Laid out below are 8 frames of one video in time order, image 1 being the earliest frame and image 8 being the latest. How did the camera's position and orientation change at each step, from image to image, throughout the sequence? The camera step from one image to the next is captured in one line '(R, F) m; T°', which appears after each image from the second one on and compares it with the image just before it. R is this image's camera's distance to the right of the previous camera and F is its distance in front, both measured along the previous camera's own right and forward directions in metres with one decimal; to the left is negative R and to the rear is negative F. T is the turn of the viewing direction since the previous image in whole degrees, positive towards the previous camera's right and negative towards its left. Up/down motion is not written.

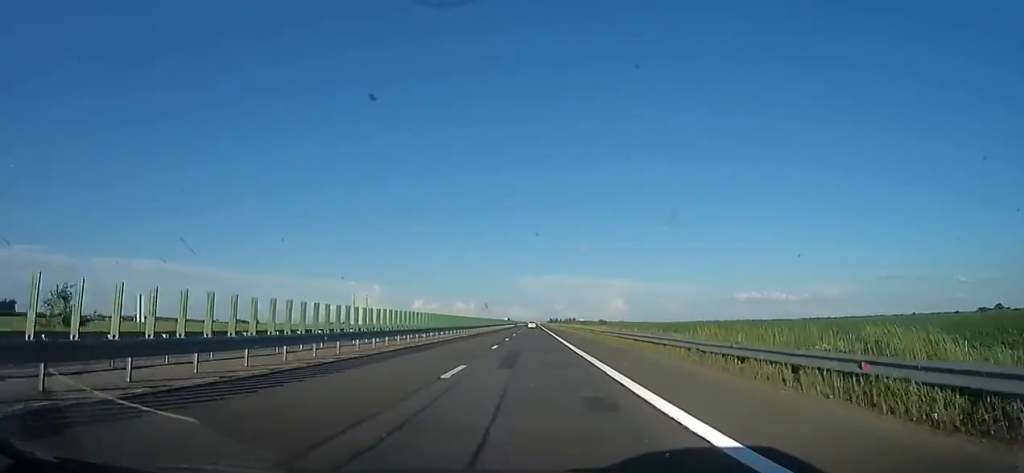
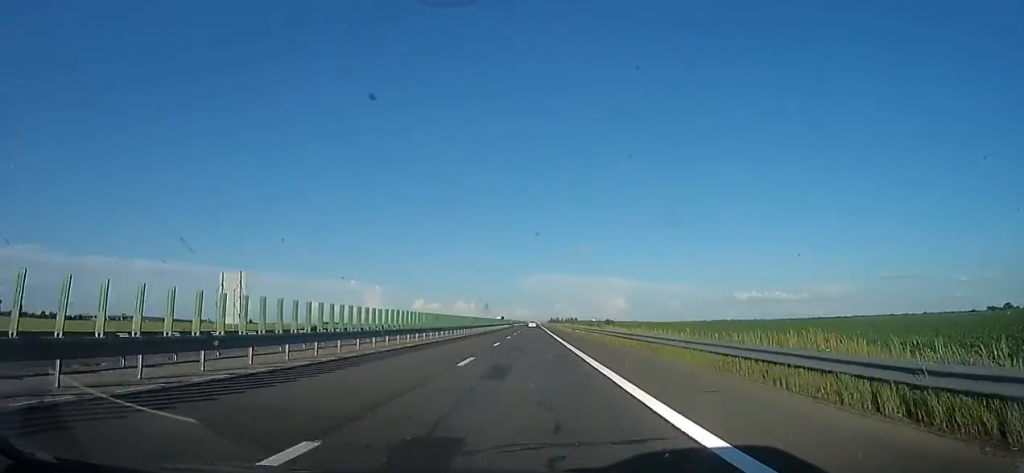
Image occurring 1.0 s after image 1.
(+0.9, +33.5) m; +1°
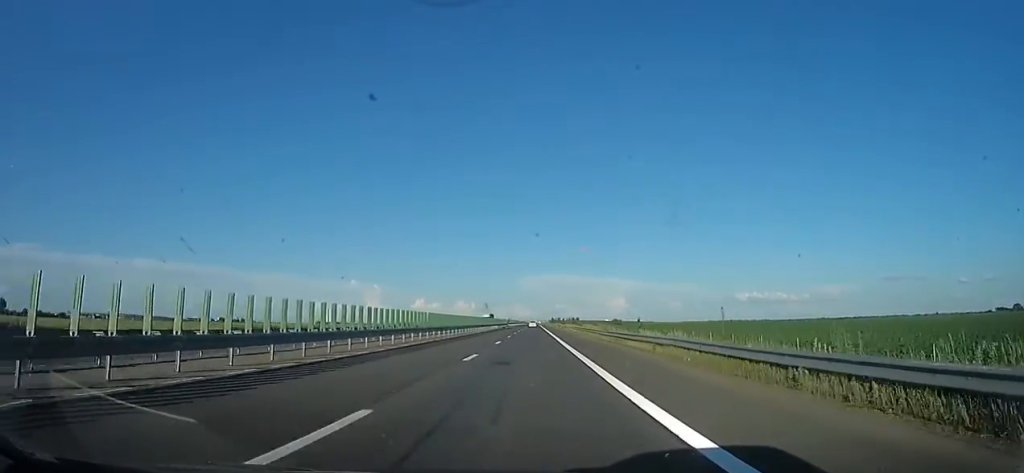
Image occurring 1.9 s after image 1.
(-0.4, +32.5) m; -1°
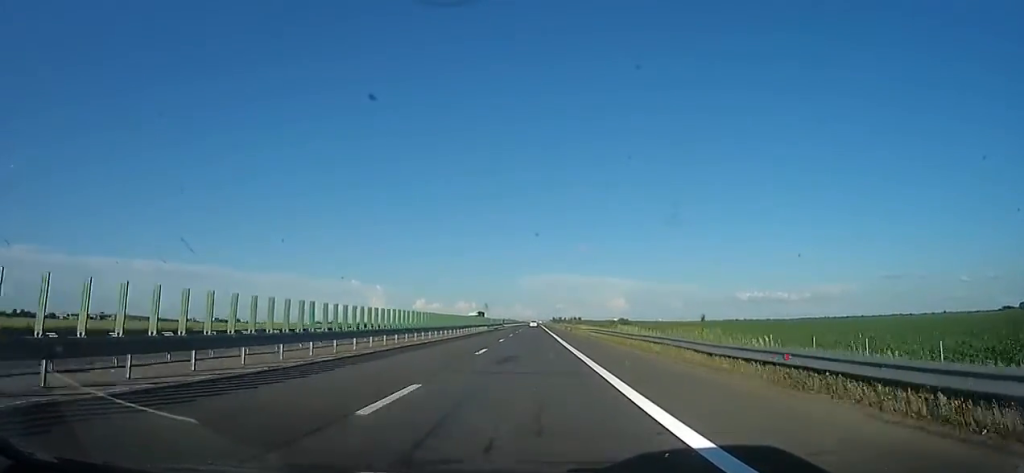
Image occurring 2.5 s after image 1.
(-0.9, +21.5) m; 0°
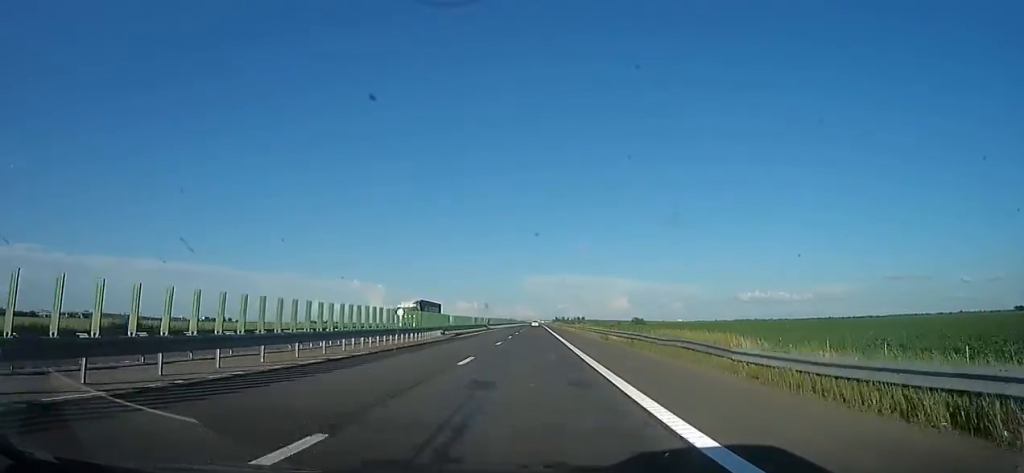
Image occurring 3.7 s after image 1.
(+1.5, +41.1) m; +2°
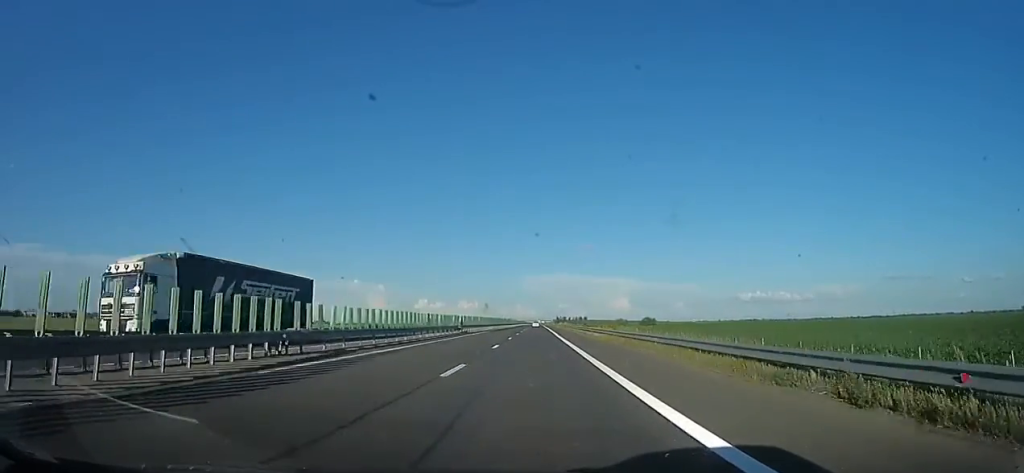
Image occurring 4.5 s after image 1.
(+0.1, +27.1) m; -2°
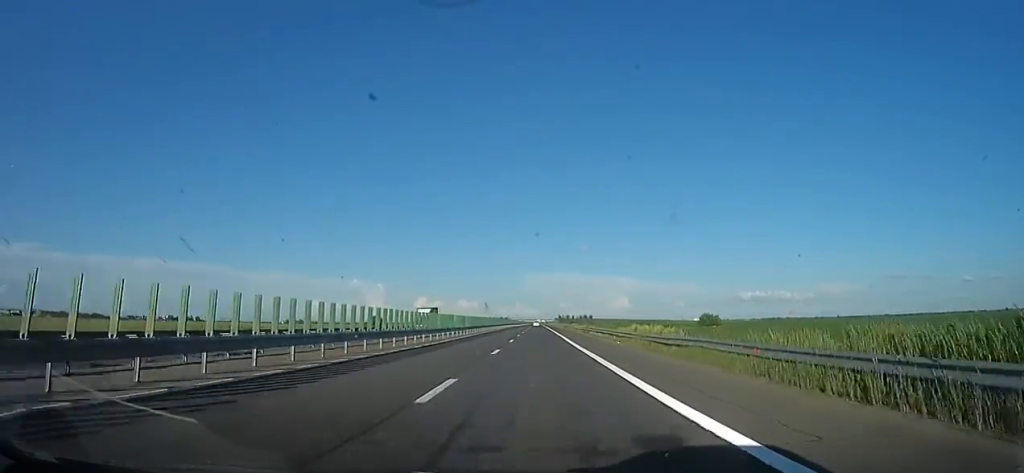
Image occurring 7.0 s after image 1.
(+0.5, +88.5) m; +1°
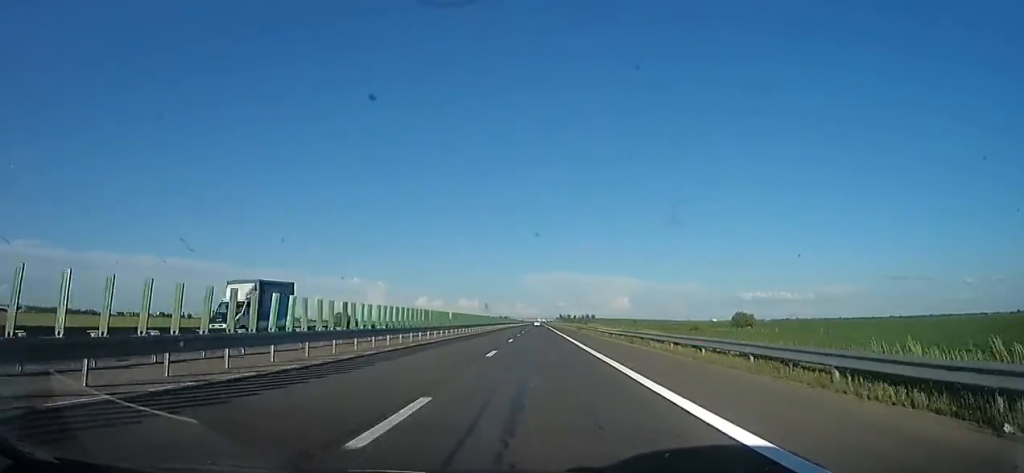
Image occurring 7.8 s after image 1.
(-0.2, +27.2) m; -1°
